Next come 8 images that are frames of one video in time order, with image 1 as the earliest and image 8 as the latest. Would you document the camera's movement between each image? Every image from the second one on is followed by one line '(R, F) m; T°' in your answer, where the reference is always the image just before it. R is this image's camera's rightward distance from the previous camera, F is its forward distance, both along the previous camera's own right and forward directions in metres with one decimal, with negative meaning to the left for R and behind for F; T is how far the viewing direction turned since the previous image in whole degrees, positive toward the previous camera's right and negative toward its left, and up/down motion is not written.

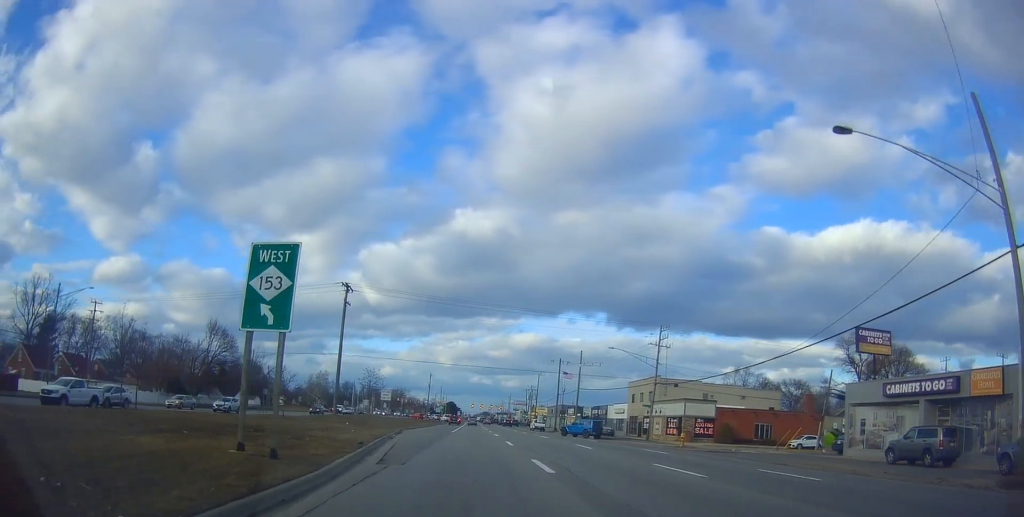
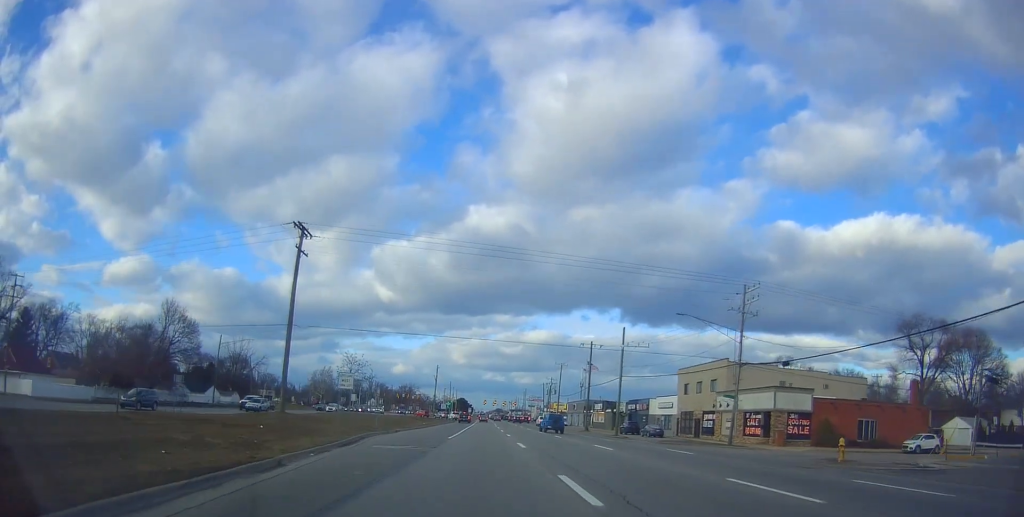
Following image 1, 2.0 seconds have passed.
(-1.1, +13.6) m; -7°
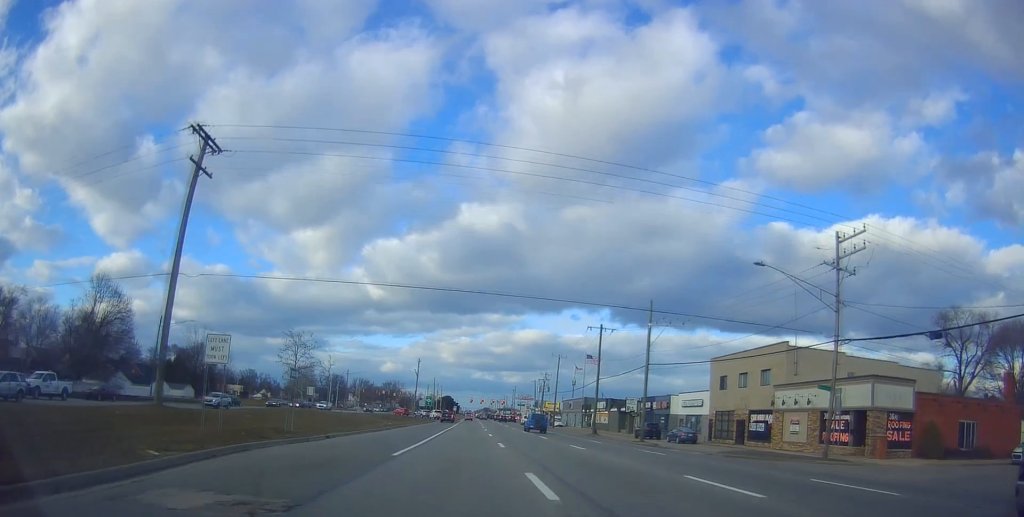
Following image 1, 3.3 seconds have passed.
(-0.5, +12.5) m; -5°
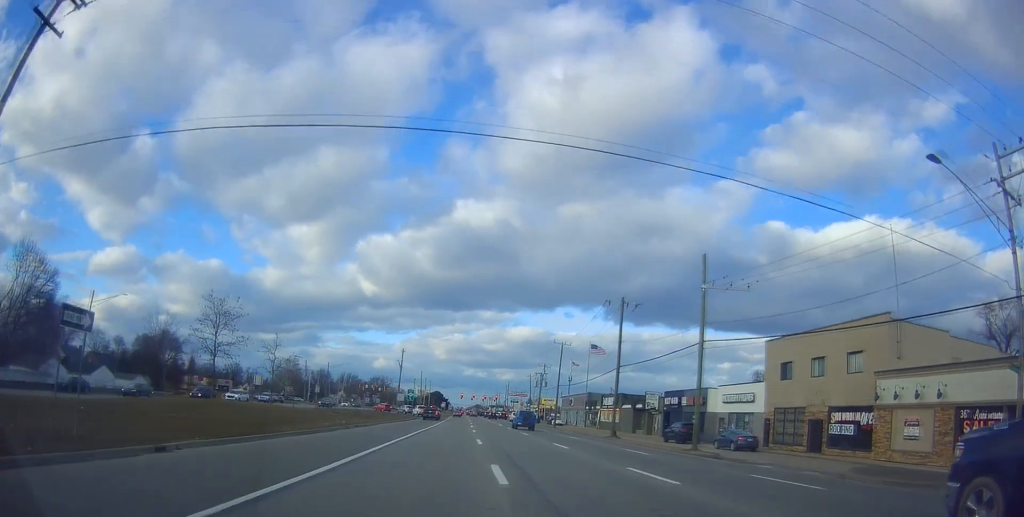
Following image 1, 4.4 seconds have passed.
(-0.2, +12.9) m; +1°
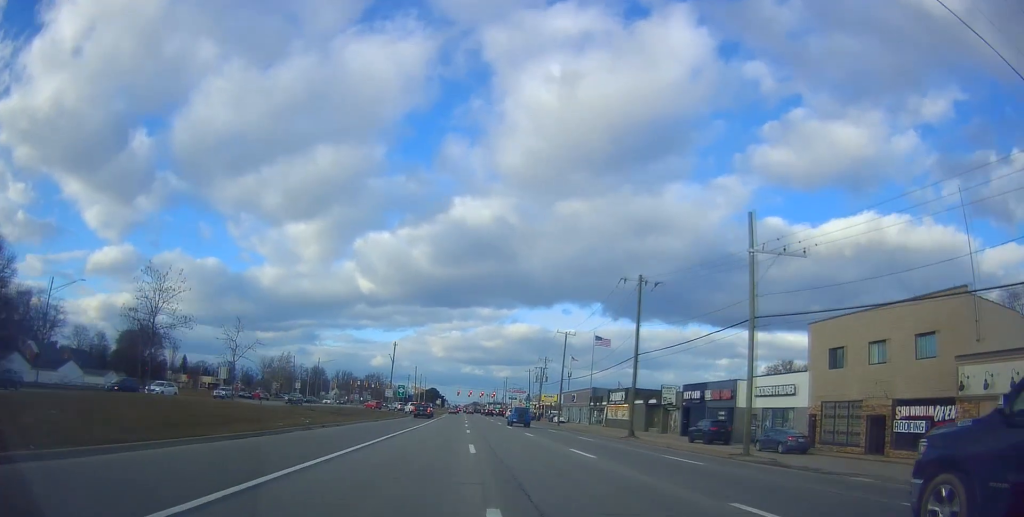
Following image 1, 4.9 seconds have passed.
(+0.3, +7.0) m; -2°
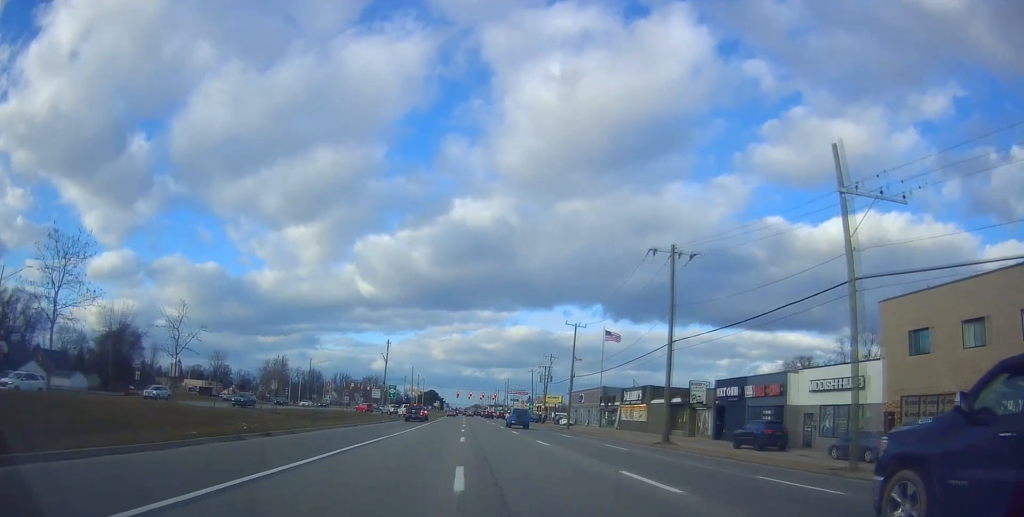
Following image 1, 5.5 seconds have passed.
(-0.1, +8.3) m; -2°
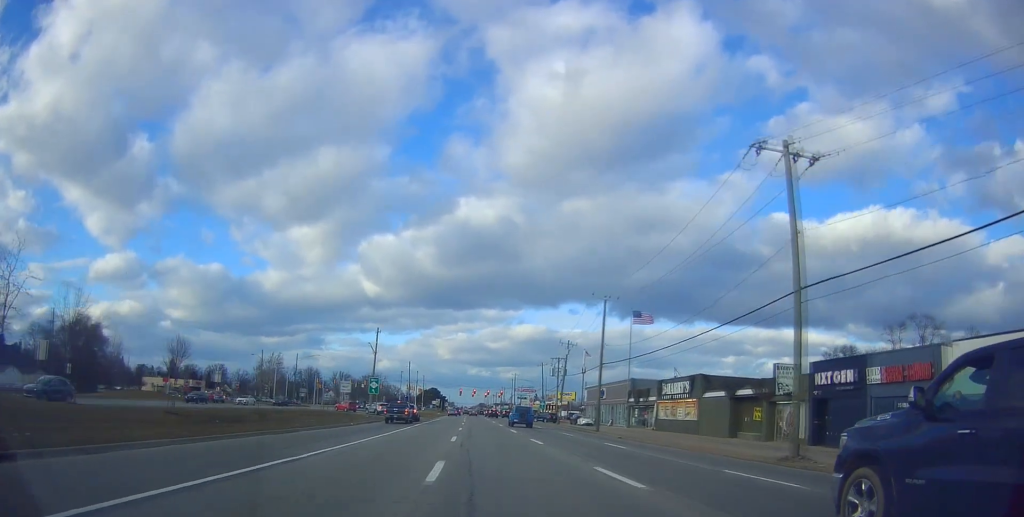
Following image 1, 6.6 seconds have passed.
(-1.0, +16.1) m; -3°
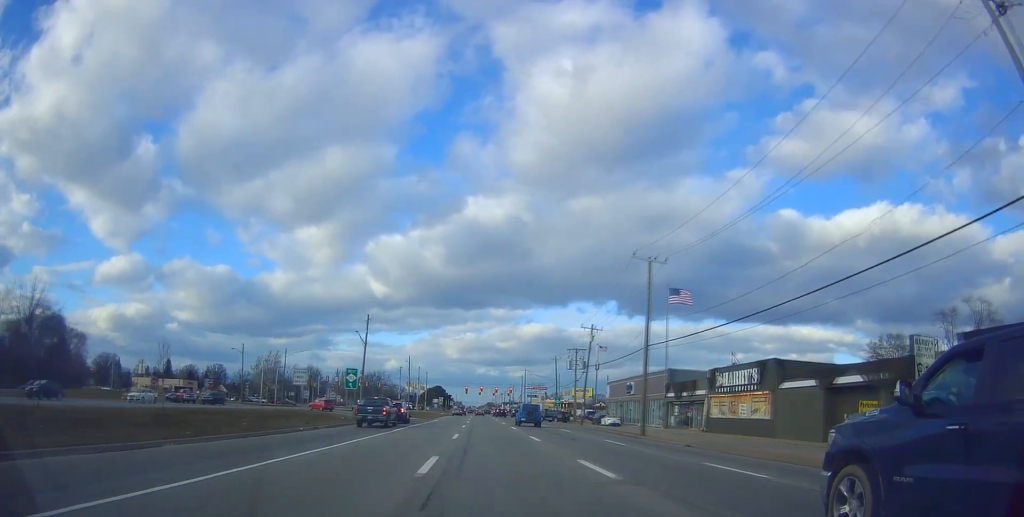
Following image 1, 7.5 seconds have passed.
(+0.1, +15.1) m; 0°
